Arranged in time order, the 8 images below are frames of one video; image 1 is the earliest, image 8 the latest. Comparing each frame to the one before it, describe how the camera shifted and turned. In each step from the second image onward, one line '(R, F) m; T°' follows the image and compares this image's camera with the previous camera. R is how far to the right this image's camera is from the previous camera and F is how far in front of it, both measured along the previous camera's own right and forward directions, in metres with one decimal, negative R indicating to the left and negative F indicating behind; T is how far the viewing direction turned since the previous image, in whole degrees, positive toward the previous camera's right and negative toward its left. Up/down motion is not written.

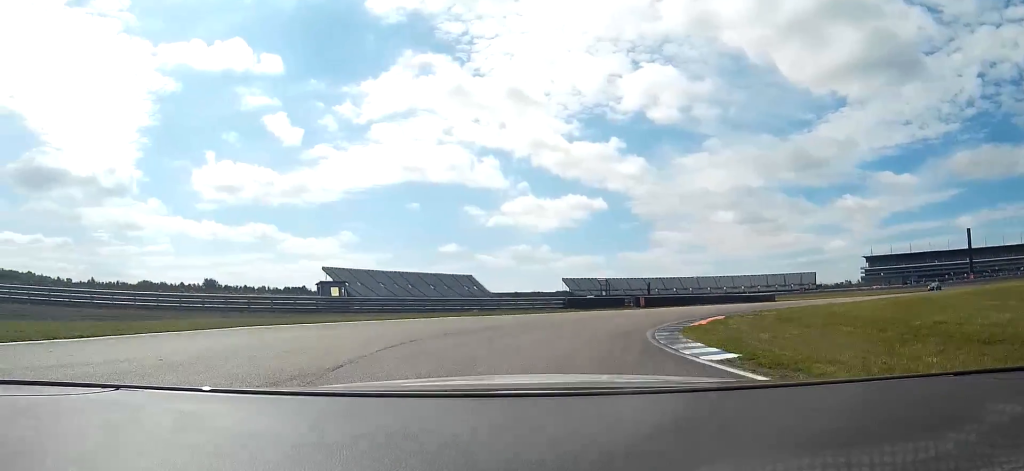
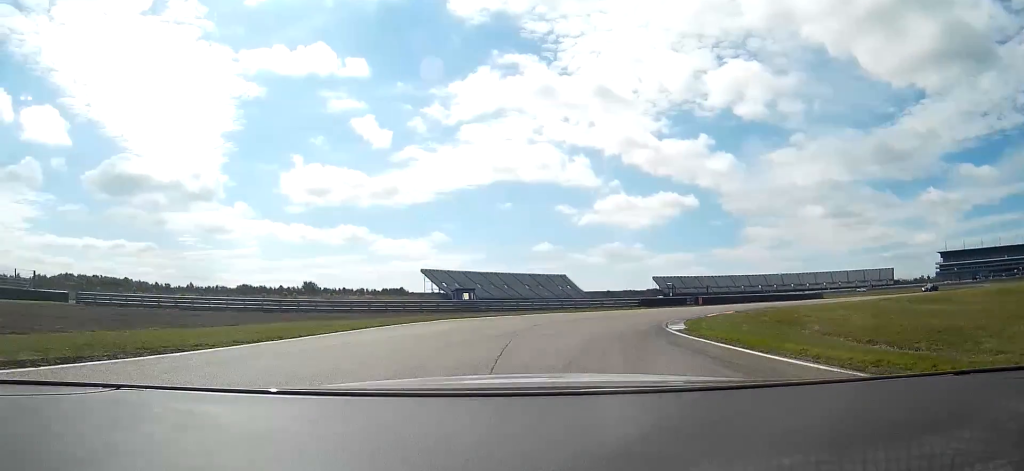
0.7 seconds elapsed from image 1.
(-1.2, +15.8) m; -8°
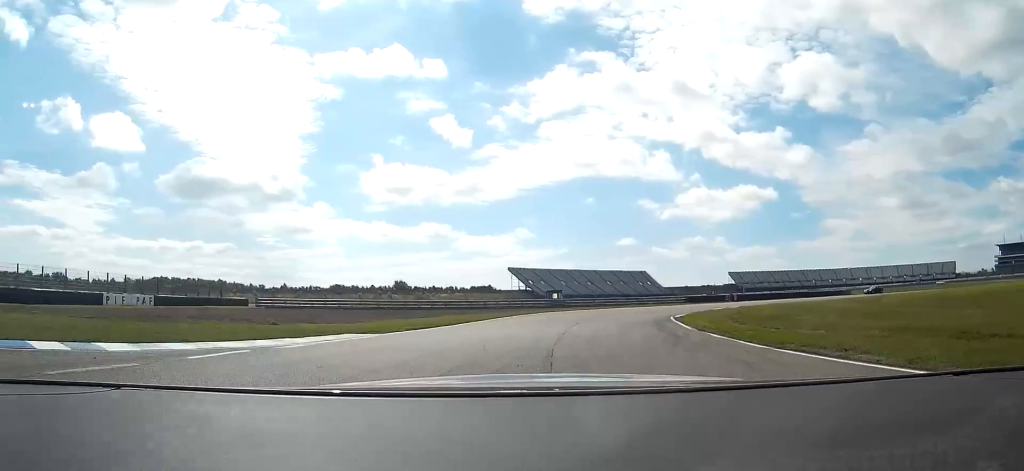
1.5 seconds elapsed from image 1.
(-1.2, +20.9) m; -8°
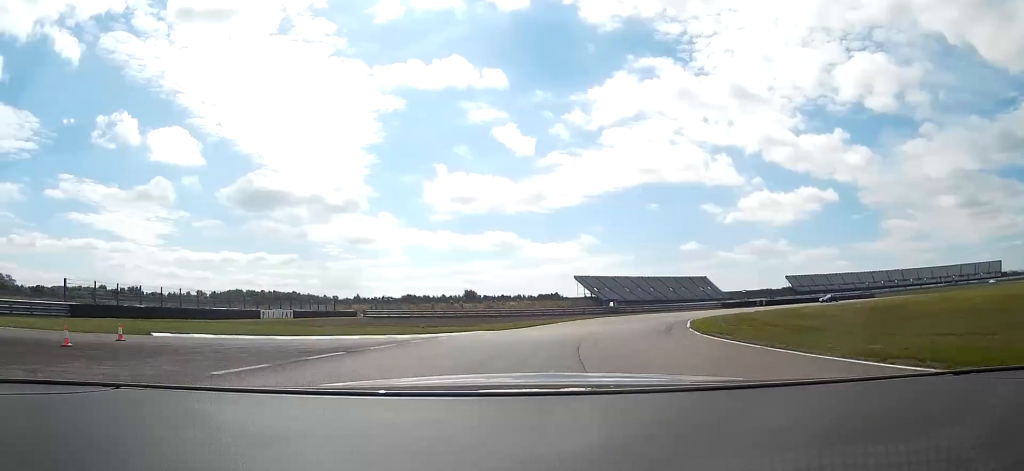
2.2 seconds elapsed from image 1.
(-1.2, +16.6) m; -6°
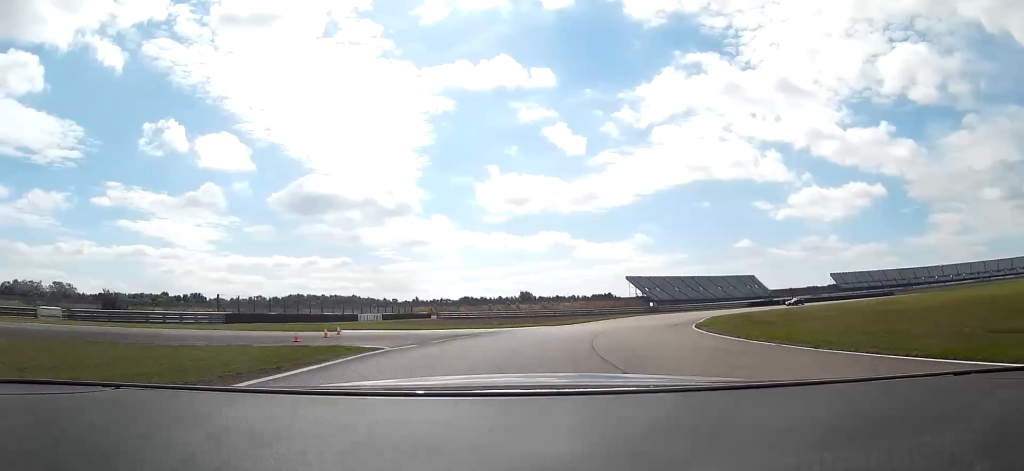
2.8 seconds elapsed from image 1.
(-0.7, +14.6) m; -6°
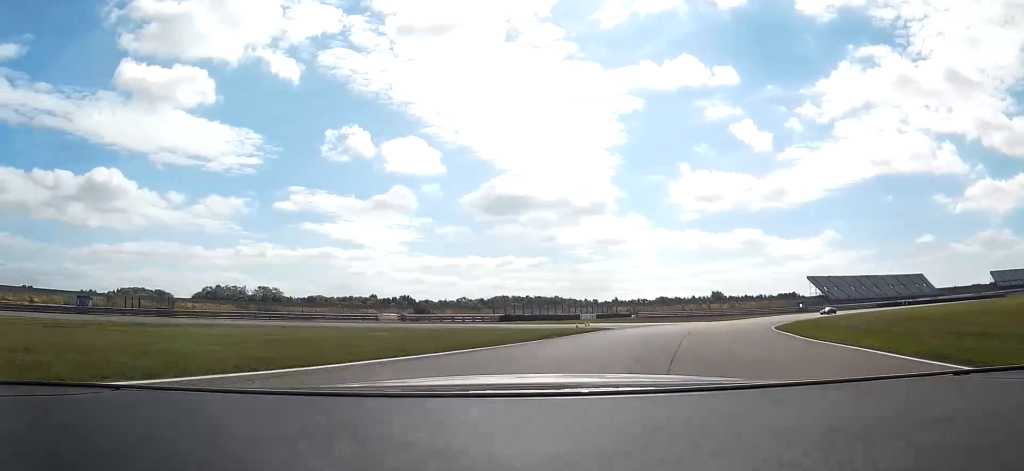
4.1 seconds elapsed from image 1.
(-4.1, +30.1) m; -17°
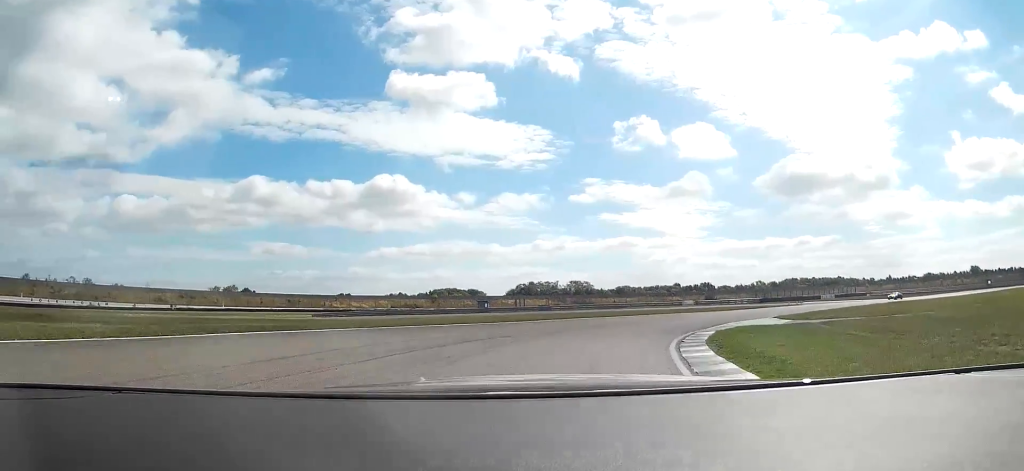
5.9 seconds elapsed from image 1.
(-10.8, +42.6) m; -27°
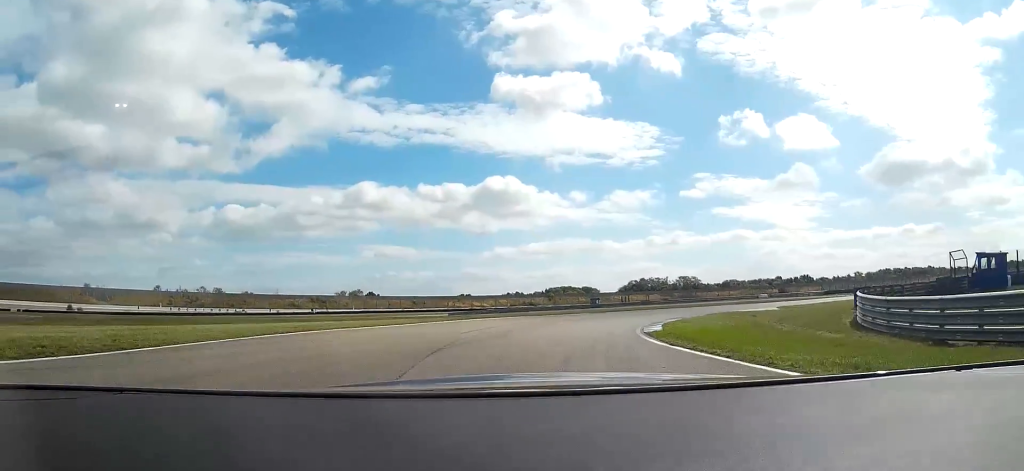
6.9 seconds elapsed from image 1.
(-2.6, +24.1) m; -11°
